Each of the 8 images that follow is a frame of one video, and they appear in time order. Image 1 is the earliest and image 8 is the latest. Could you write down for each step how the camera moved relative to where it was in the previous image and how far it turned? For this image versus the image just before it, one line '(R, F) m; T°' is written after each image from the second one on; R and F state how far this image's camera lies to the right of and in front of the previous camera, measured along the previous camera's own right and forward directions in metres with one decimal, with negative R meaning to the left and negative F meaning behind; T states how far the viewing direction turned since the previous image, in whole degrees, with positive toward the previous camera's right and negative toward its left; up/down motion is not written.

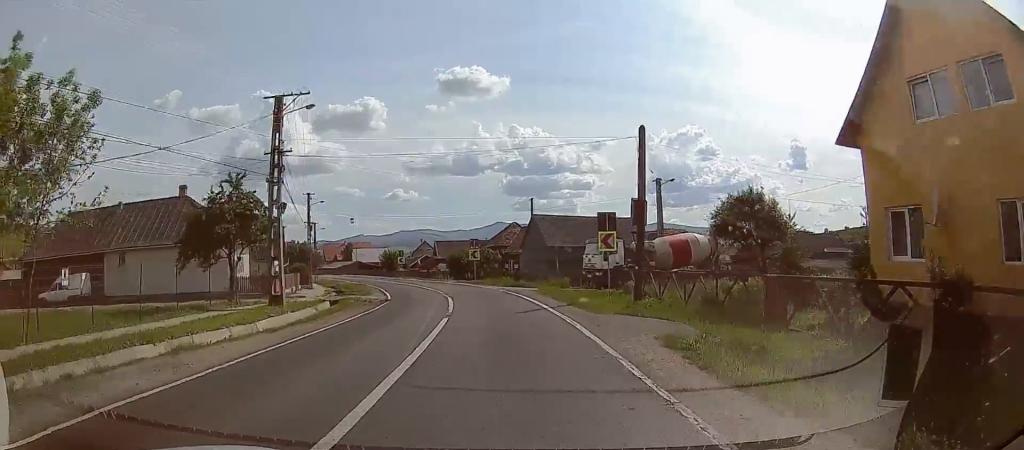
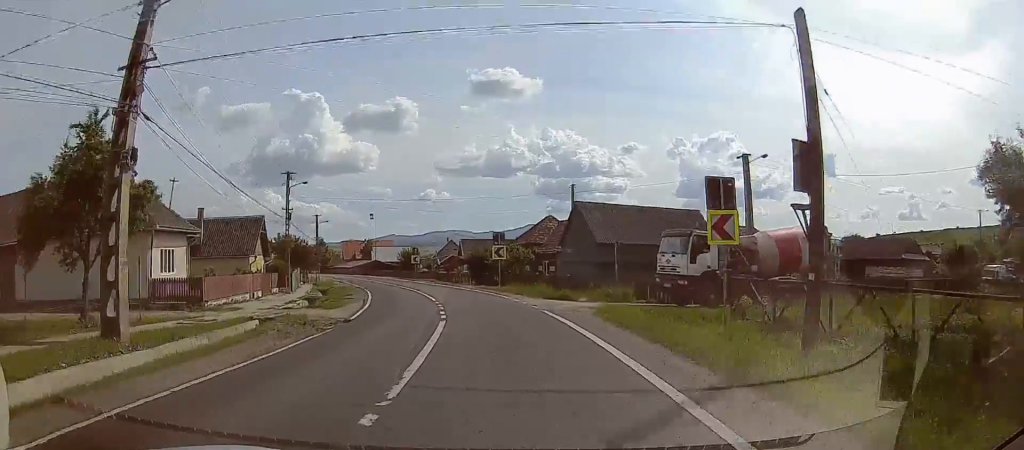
(-0.4, +11.4) m; -4°
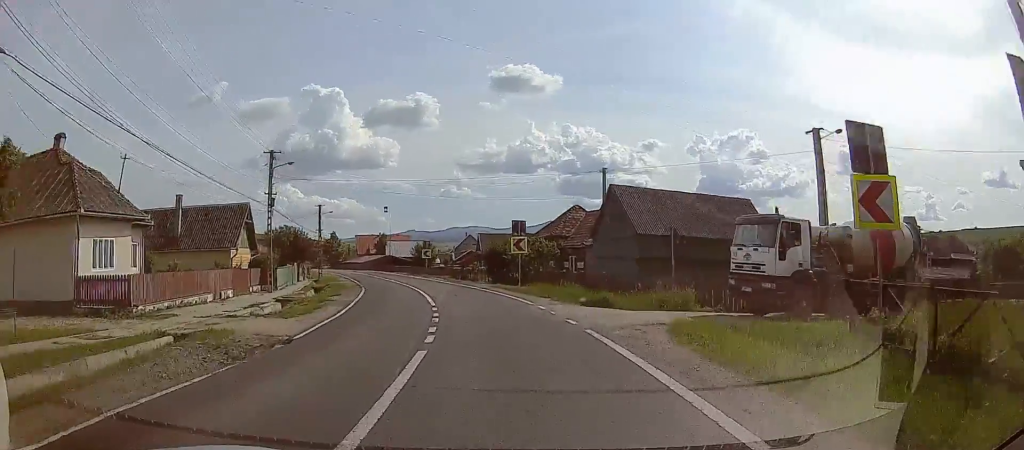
(-0.1, +7.1) m; -3°
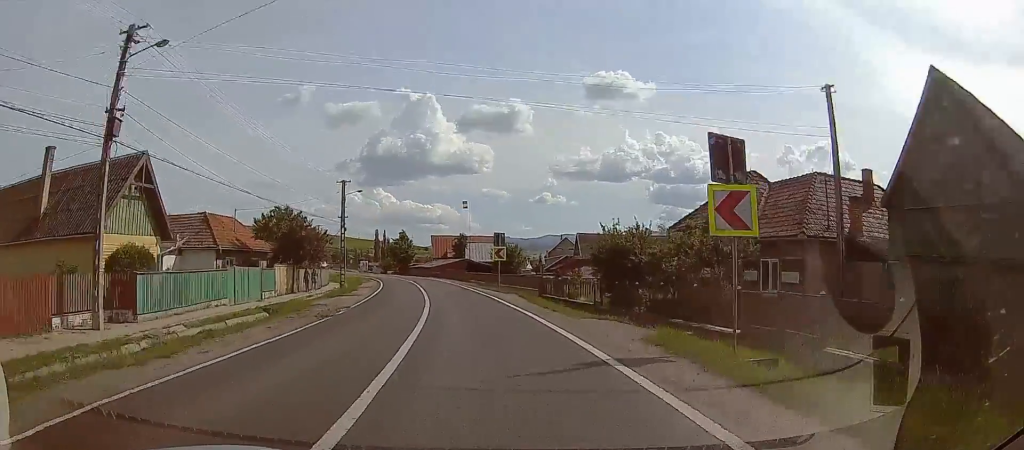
(-1.7, +21.2) m; -11°
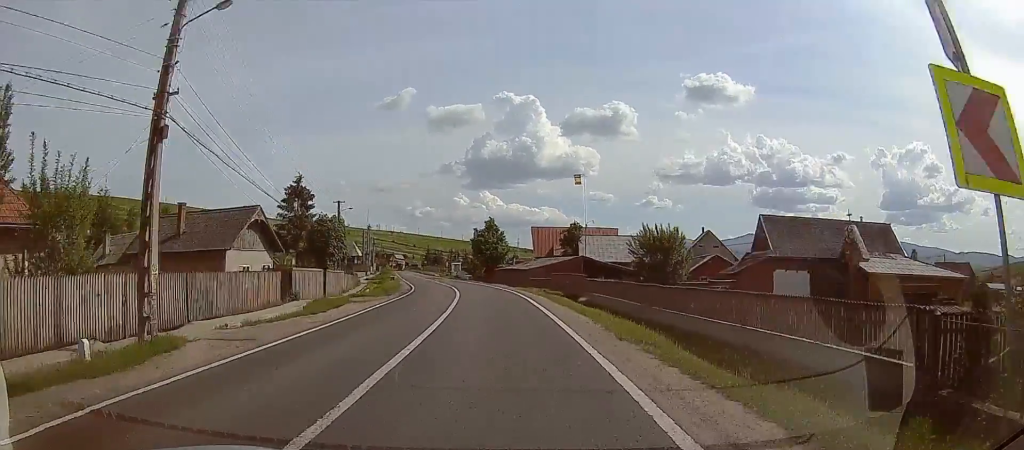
(-2.6, +33.0) m; -2°
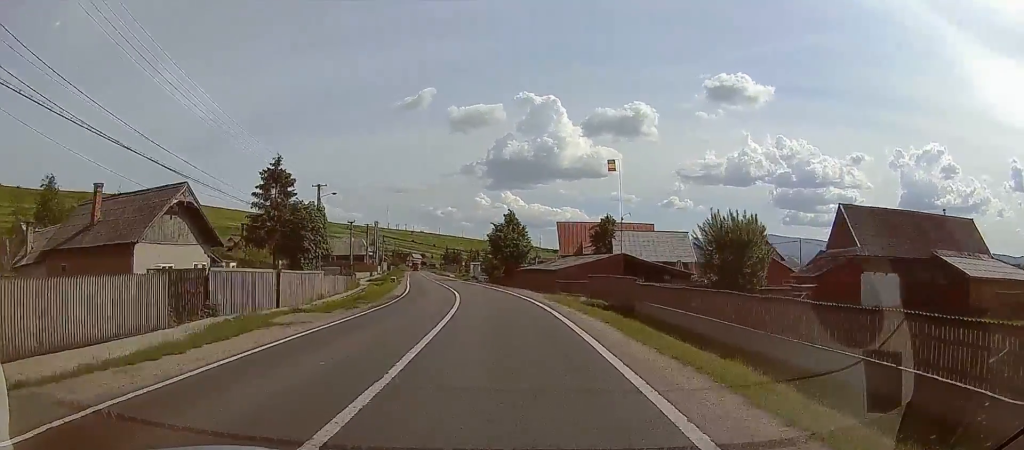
(+1.5, +8.5) m; -3°
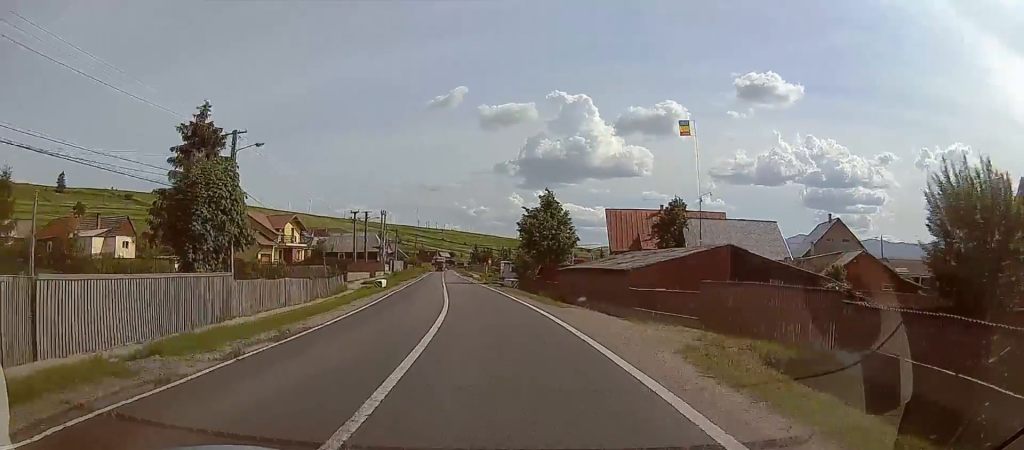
(-2.9, +18.1) m; -9°
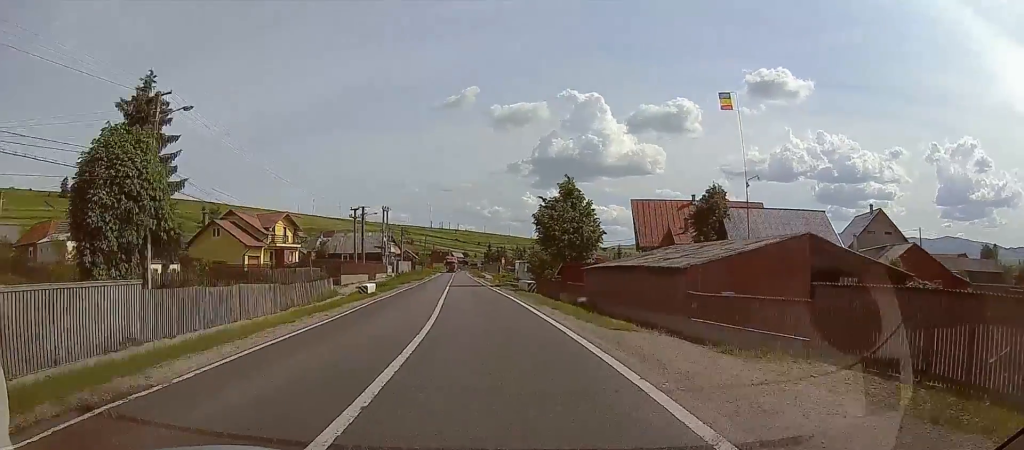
(+0.2, +8.1) m; 0°
